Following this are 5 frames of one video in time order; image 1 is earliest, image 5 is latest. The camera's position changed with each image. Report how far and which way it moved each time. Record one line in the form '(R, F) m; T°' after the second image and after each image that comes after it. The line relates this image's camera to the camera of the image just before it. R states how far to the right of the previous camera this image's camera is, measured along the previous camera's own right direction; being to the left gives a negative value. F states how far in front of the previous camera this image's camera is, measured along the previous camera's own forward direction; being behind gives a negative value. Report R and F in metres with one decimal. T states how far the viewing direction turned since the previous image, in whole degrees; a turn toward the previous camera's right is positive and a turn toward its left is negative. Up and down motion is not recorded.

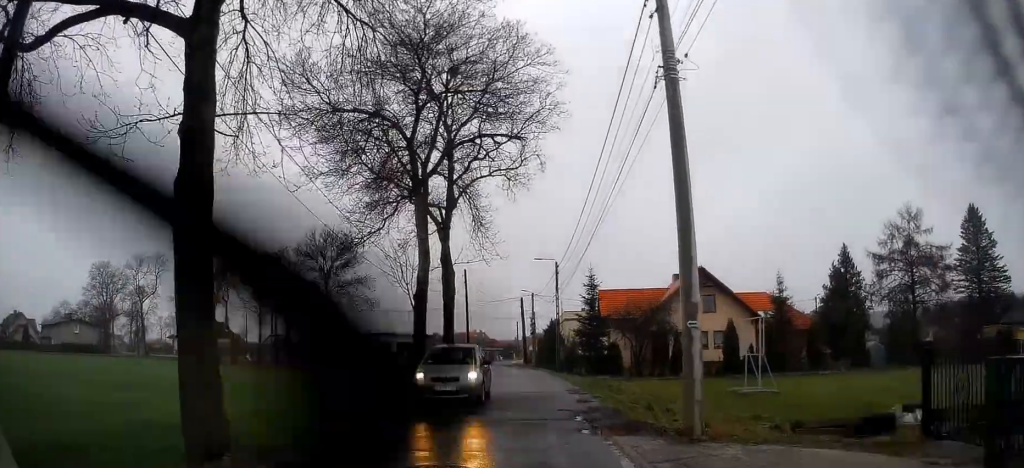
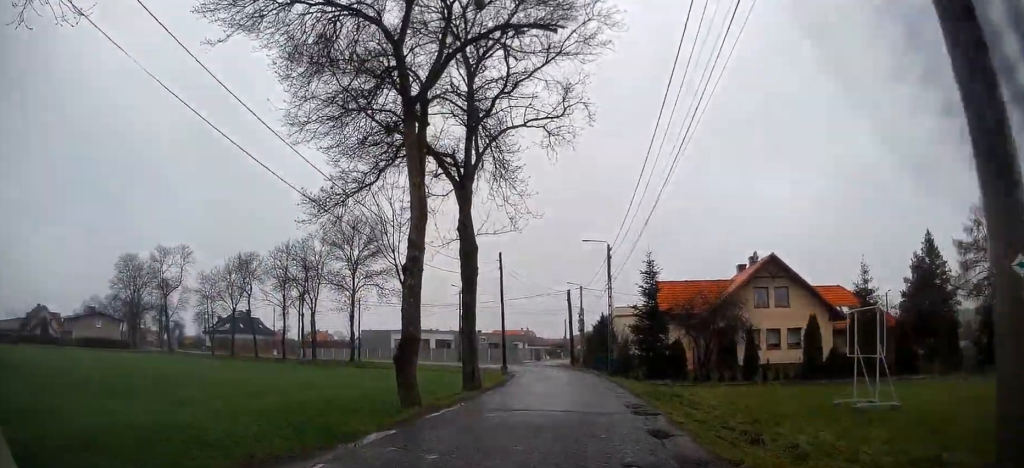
(+0.1, +8.1) m; -7°
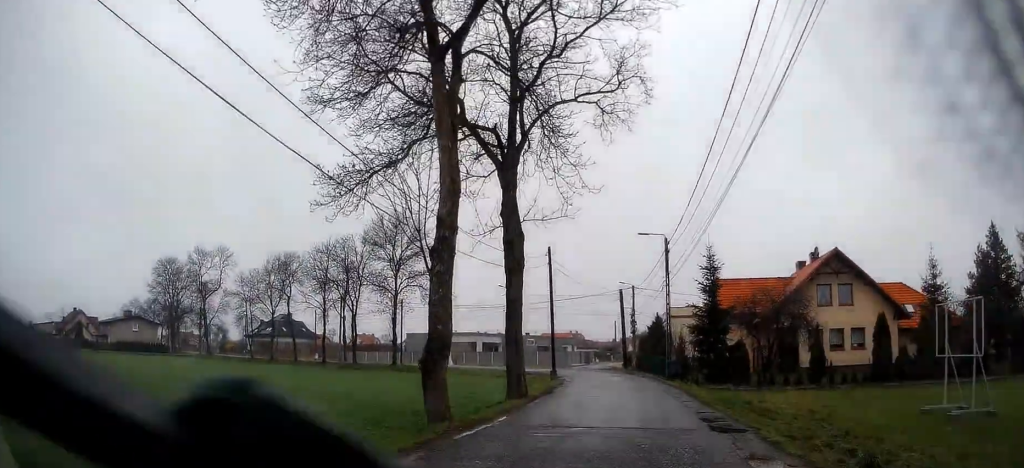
(-0.1, +3.1) m; -2°
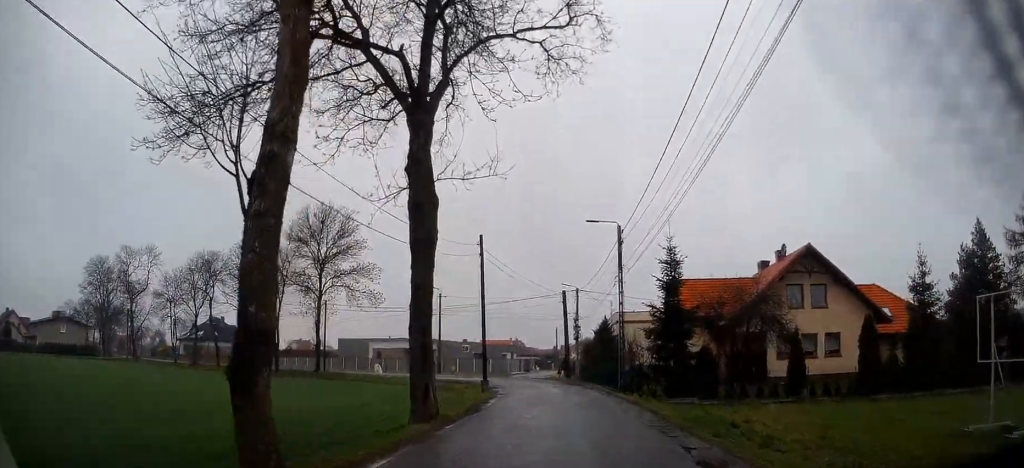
(0.0, +4.6) m; +4°
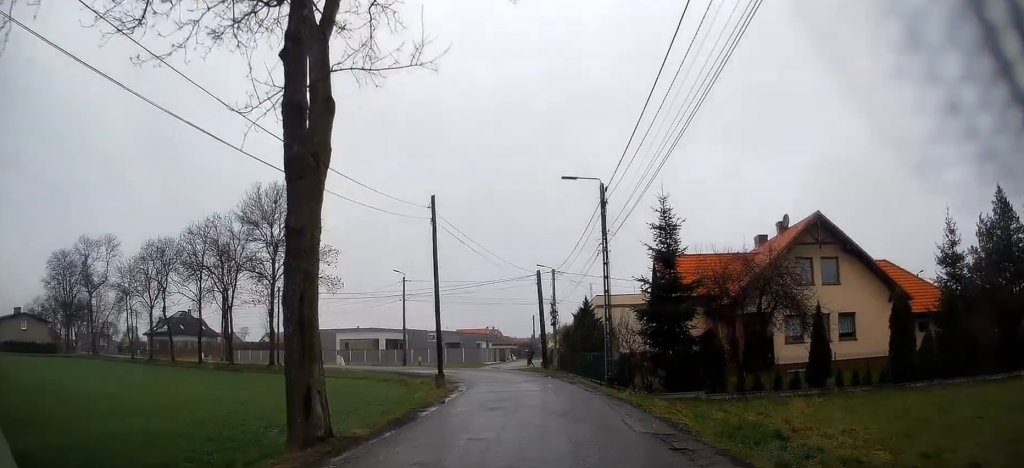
(+0.2, +4.3) m; -1°
